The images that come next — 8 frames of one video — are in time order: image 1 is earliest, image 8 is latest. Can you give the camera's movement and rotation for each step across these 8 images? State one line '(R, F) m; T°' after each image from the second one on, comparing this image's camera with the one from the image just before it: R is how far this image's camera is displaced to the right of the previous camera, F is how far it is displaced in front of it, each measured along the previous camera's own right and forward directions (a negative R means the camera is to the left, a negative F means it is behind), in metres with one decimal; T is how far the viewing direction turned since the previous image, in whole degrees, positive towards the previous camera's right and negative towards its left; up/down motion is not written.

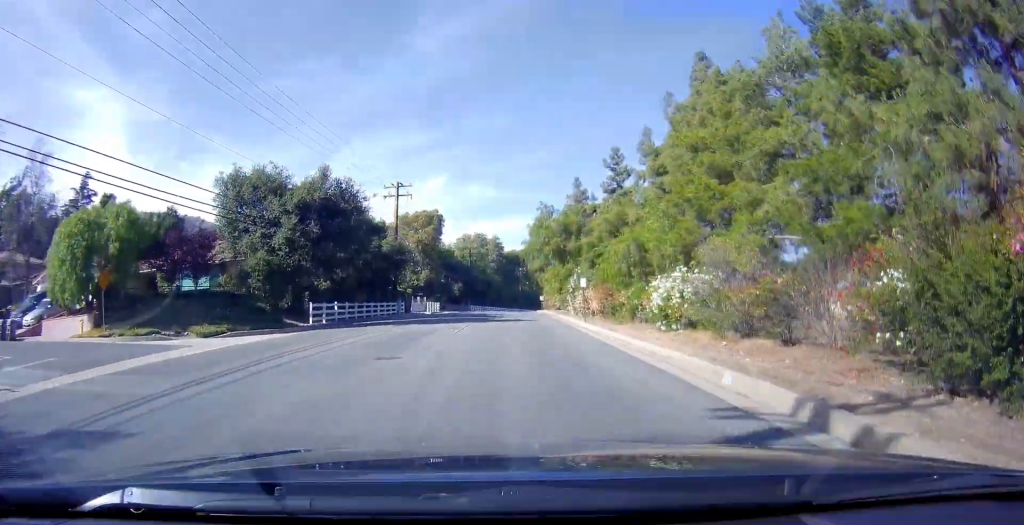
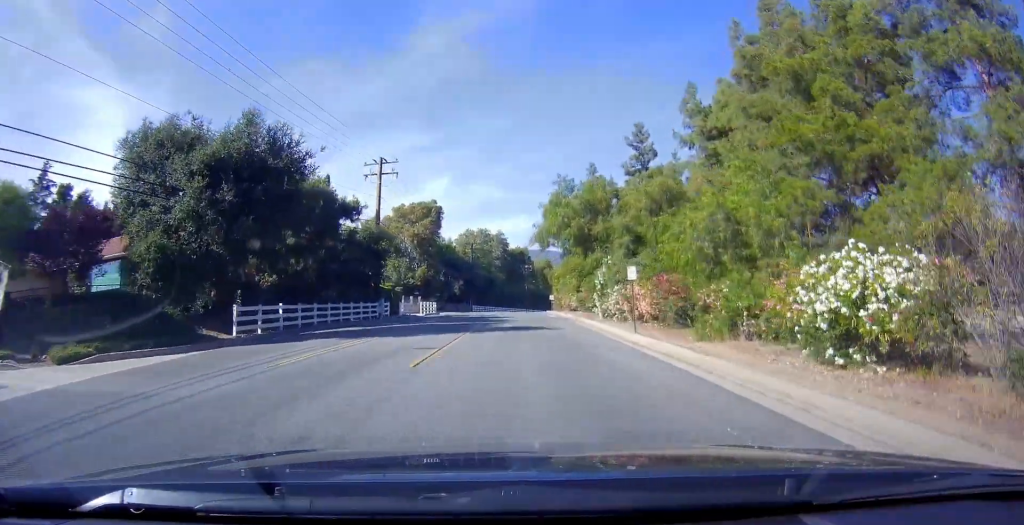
(-0.3, +10.6) m; -1°
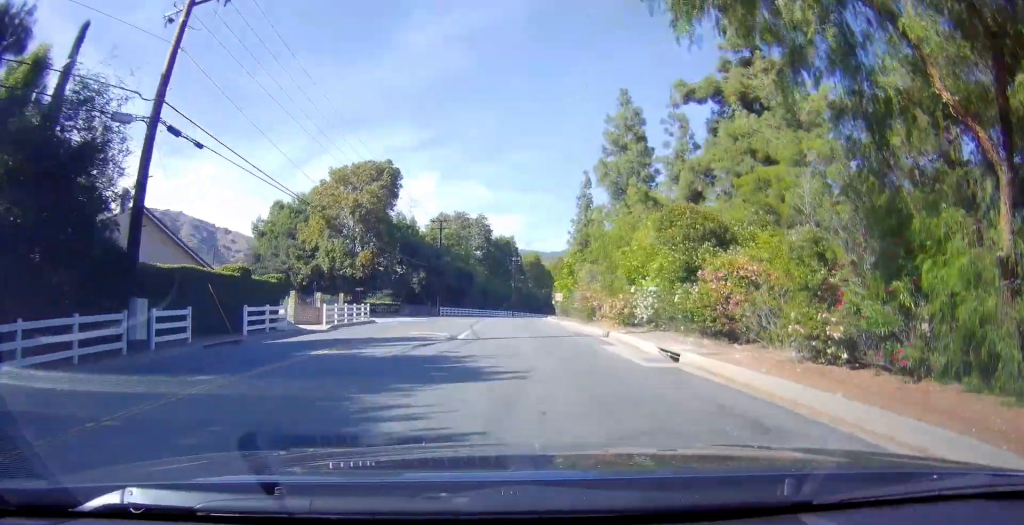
(-0.4, +31.1) m; +1°
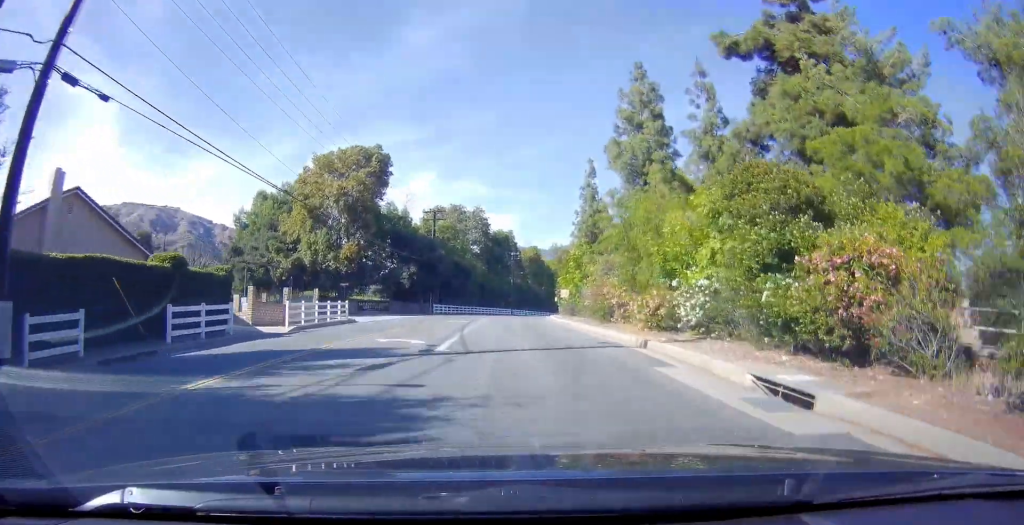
(+0.3, +5.8) m; +1°
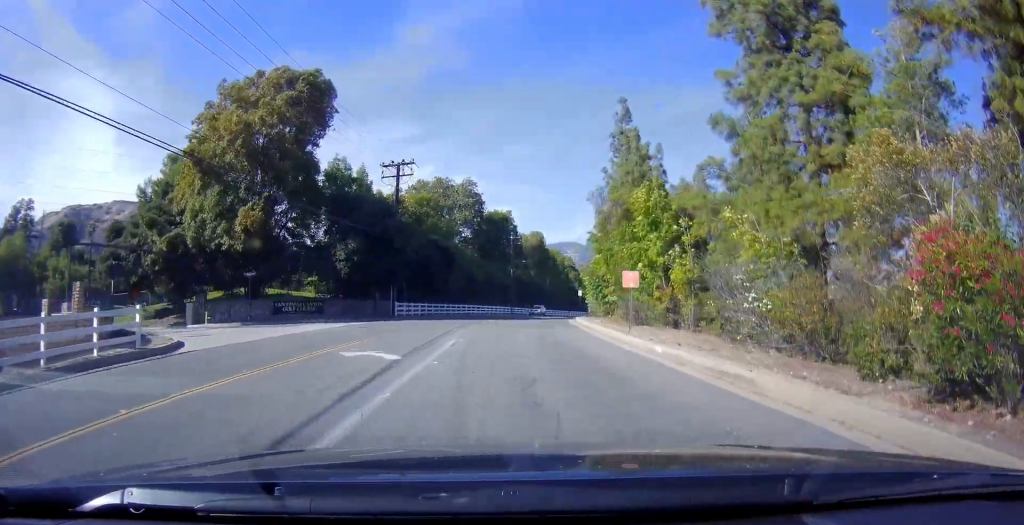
(+0.6, +25.3) m; +1°
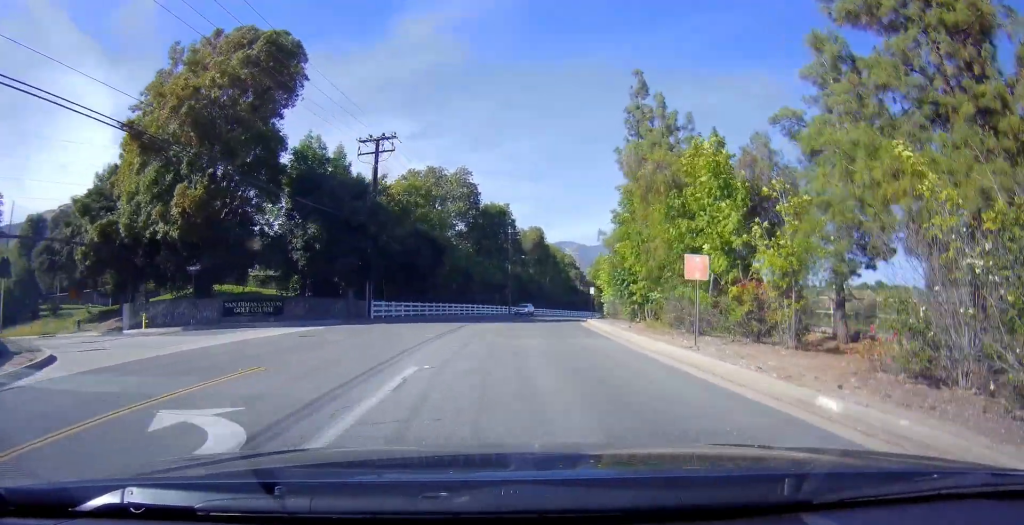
(0.0, +8.4) m; 0°
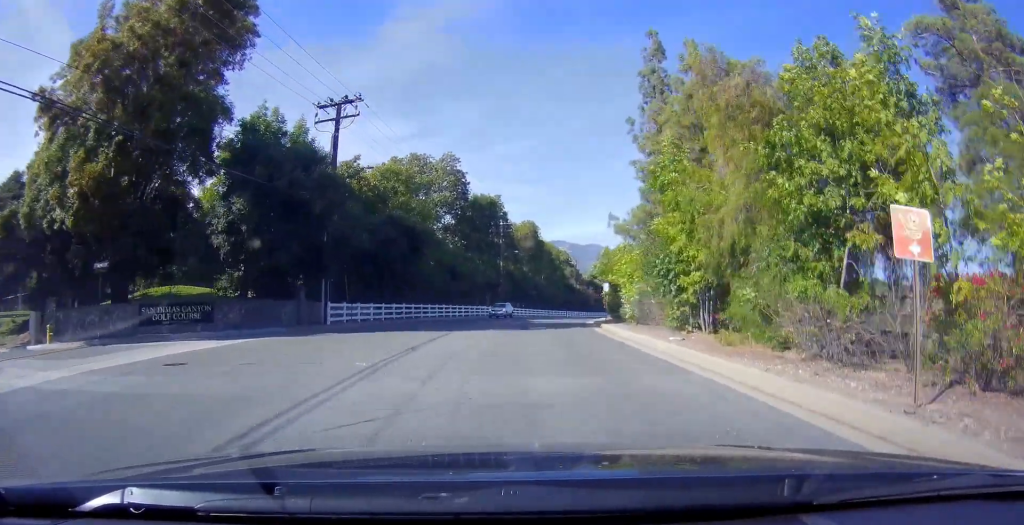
(0.0, +8.5) m; +1°
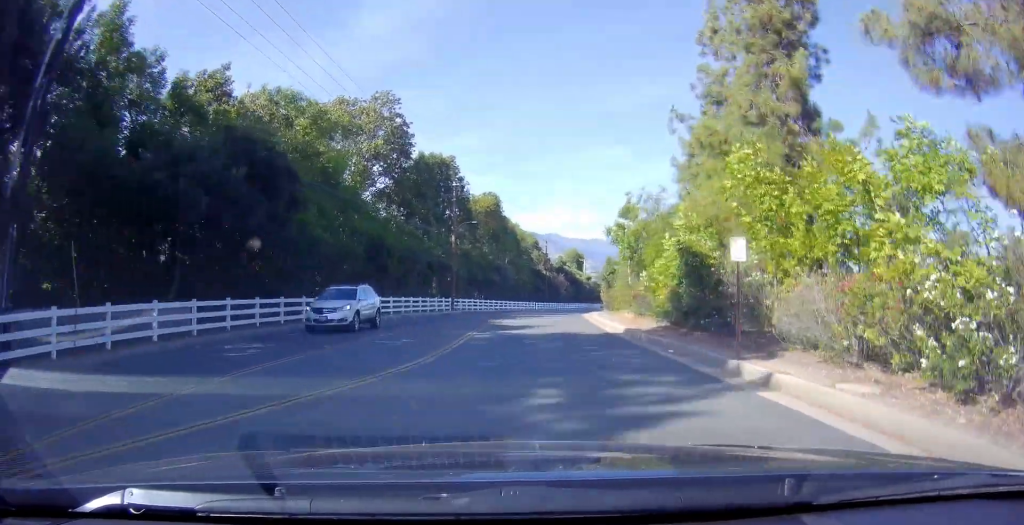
(+0.7, +23.4) m; +3°
